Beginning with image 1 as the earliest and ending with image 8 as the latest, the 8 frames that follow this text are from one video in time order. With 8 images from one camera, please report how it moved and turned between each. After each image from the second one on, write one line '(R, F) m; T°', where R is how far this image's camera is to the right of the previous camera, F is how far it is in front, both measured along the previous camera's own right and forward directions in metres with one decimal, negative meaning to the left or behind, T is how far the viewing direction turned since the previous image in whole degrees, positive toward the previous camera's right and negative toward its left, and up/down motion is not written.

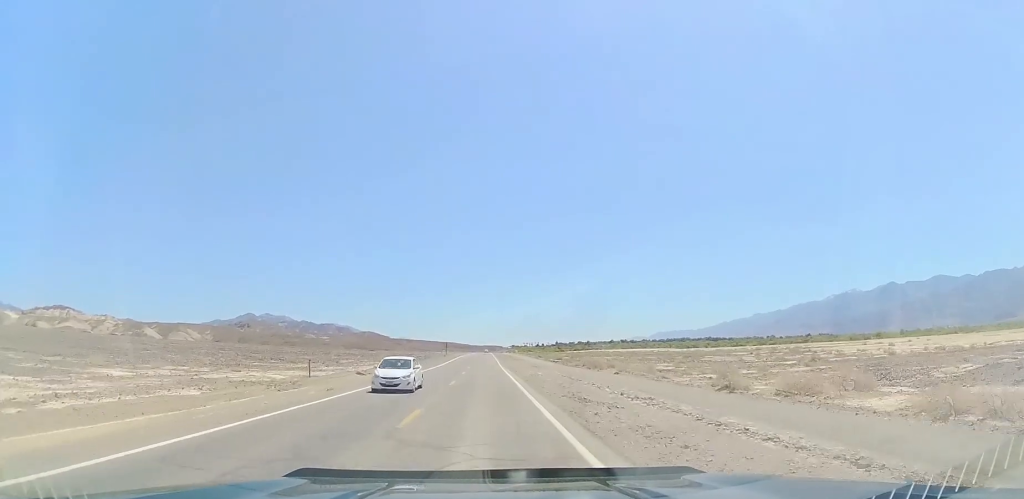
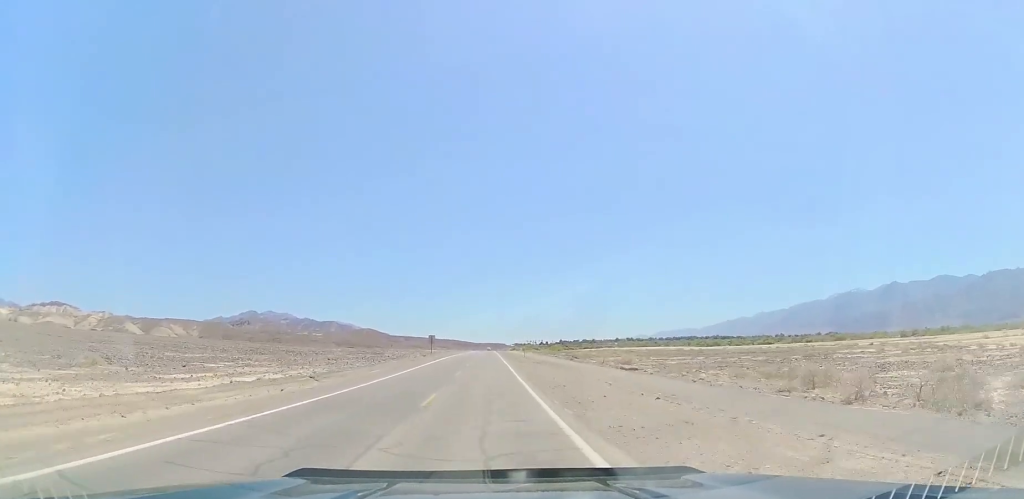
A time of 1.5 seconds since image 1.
(-0.2, +40.0) m; 0°
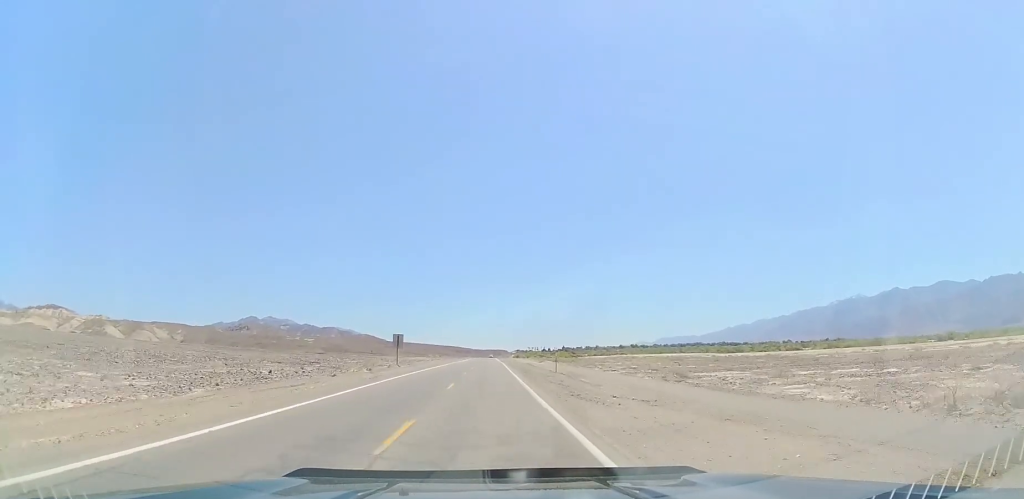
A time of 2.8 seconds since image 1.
(+0.2, +36.5) m; 0°
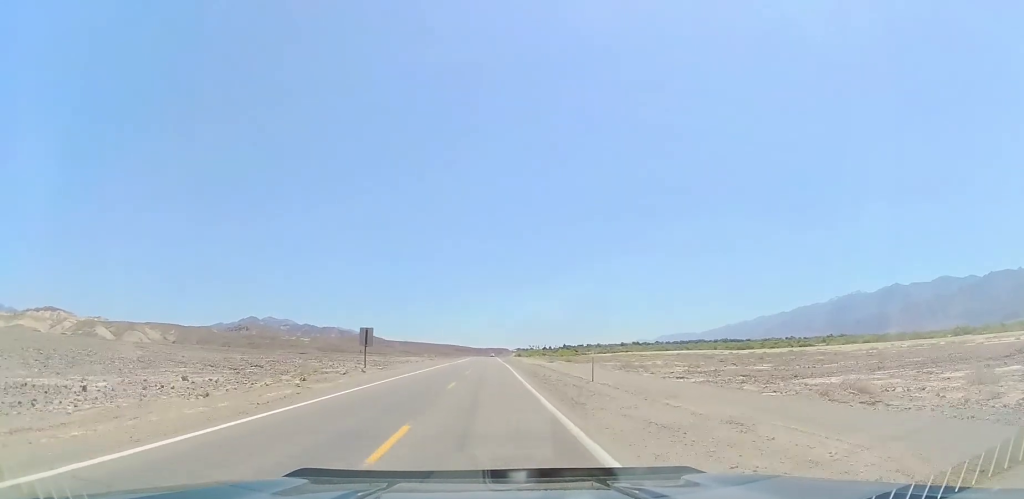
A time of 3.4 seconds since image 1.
(0.0, +15.5) m; 0°
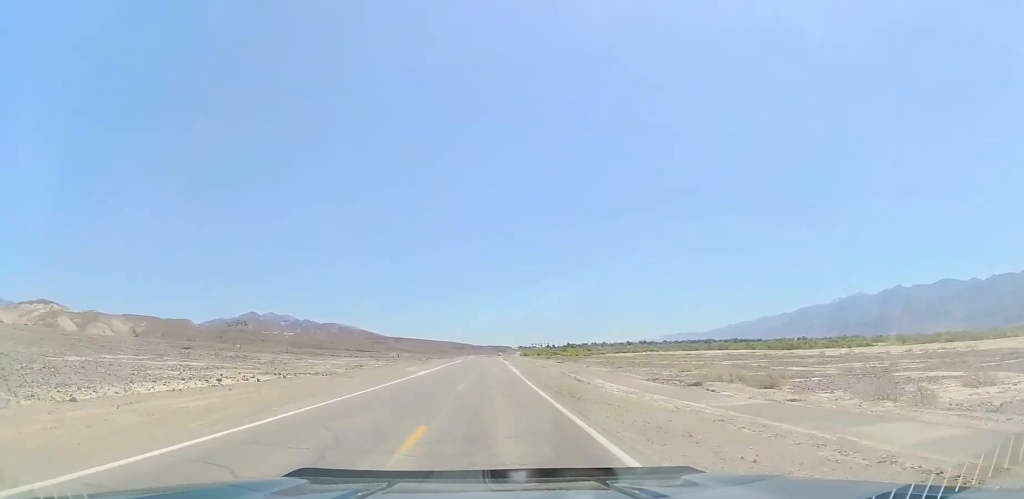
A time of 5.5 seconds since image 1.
(+0.1, +59.3) m; +1°
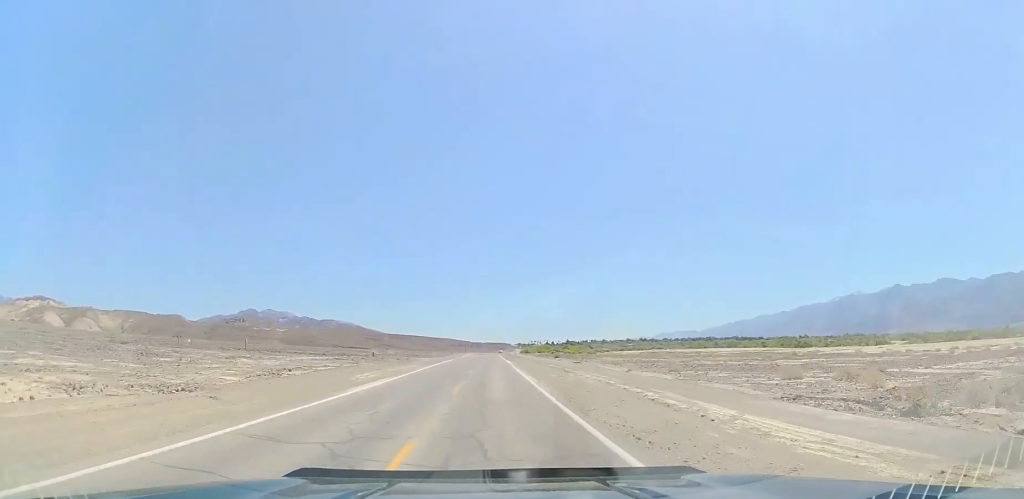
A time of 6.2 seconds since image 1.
(+0.3, +17.3) m; 0°
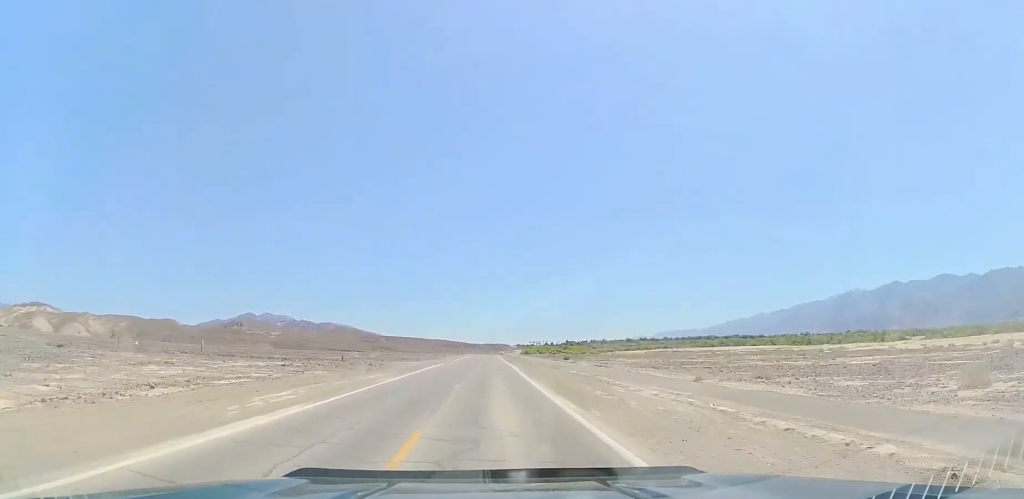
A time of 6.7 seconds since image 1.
(-0.2, +13.6) m; -1°
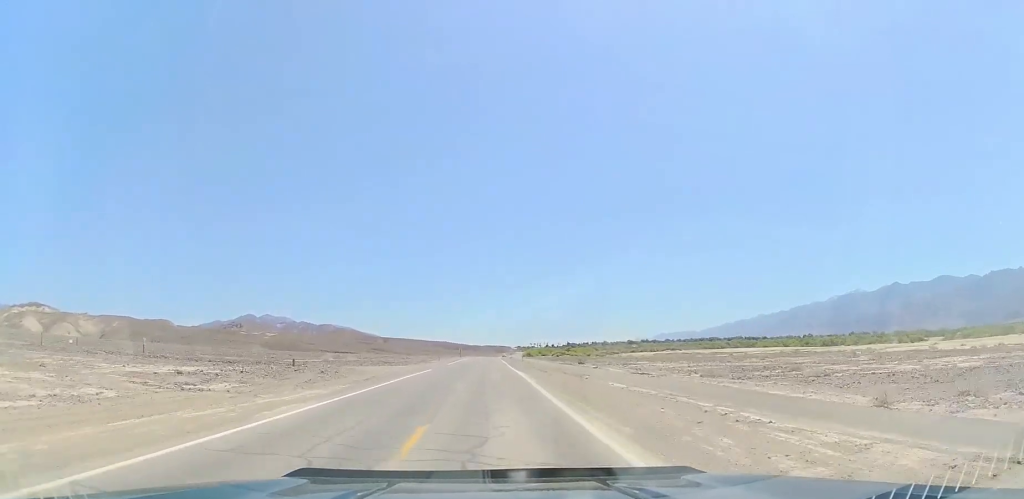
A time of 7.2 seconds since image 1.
(-0.1, +13.6) m; 0°
